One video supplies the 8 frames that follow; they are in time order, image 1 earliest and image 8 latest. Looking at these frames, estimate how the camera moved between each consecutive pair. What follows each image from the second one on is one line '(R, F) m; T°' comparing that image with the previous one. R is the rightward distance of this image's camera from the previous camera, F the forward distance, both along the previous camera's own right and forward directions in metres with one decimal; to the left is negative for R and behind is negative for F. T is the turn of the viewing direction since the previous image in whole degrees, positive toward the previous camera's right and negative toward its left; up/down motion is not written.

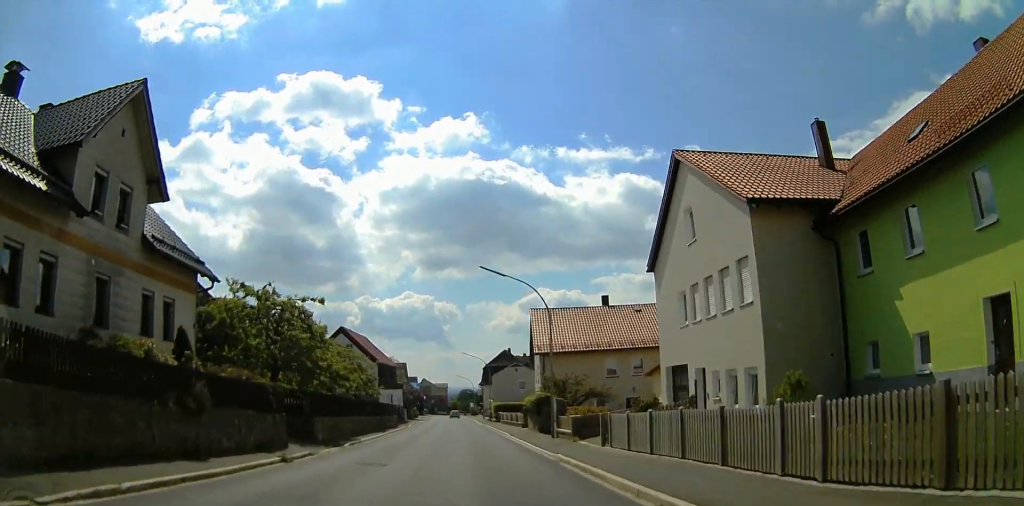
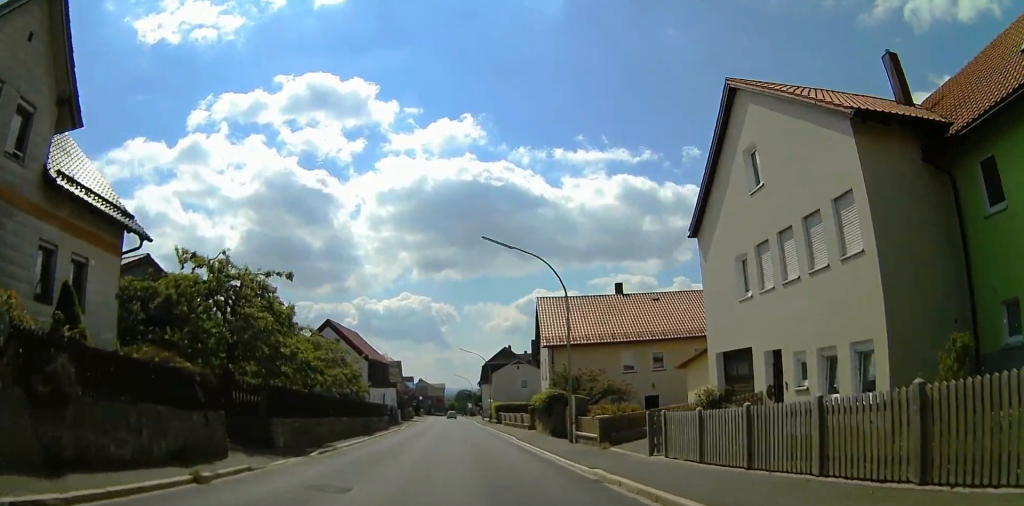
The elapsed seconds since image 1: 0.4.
(+0.1, +5.3) m; +1°
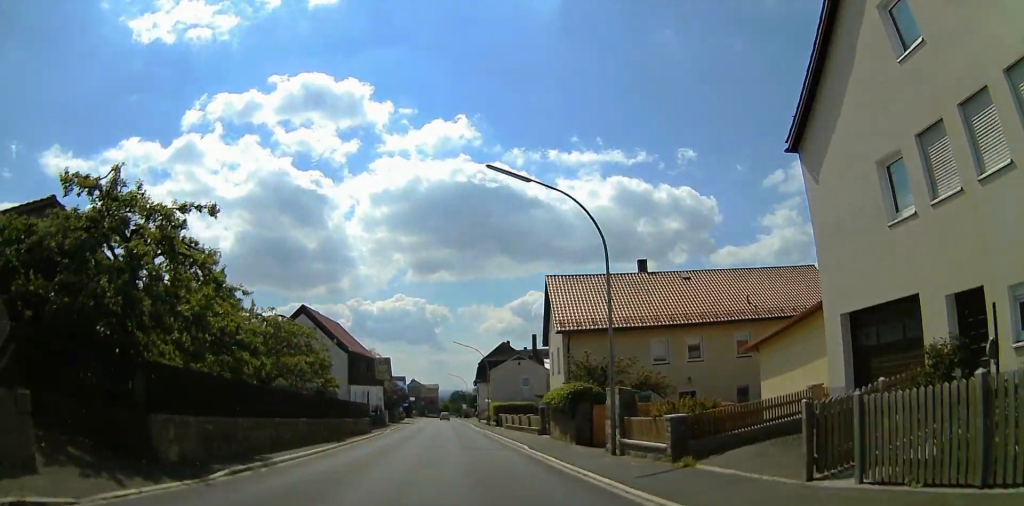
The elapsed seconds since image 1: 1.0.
(+0.6, +7.7) m; +2°
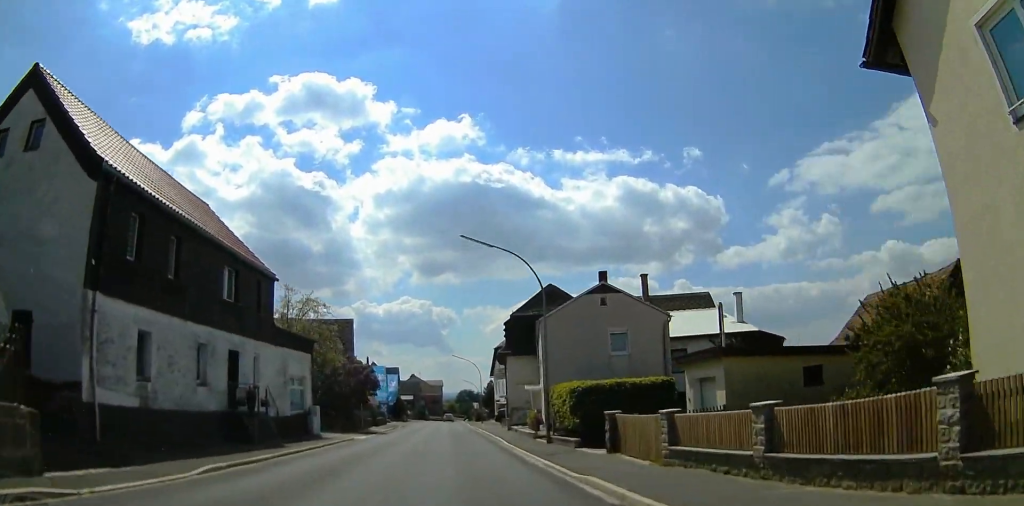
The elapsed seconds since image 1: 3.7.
(+1.1, +40.0) m; +2°
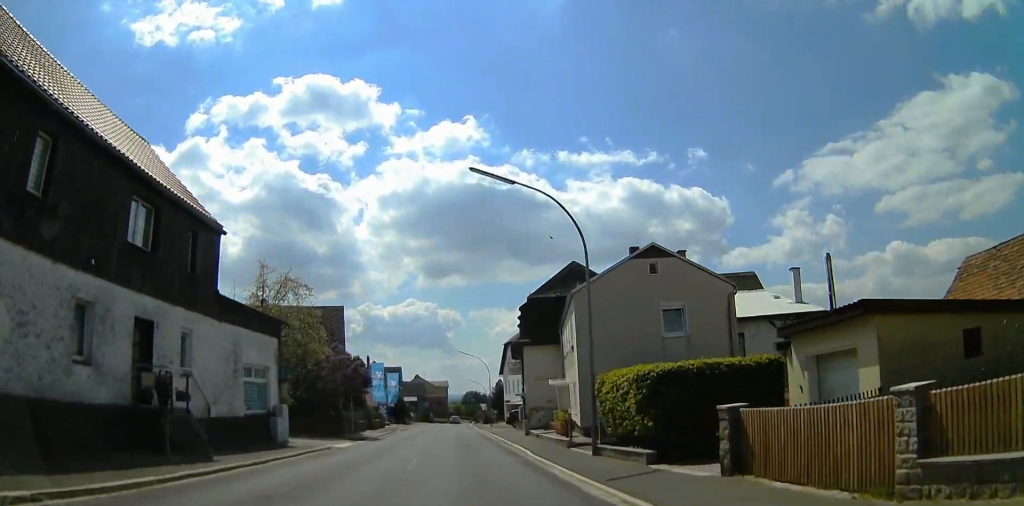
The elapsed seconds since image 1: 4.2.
(0.0, +8.5) m; -1°
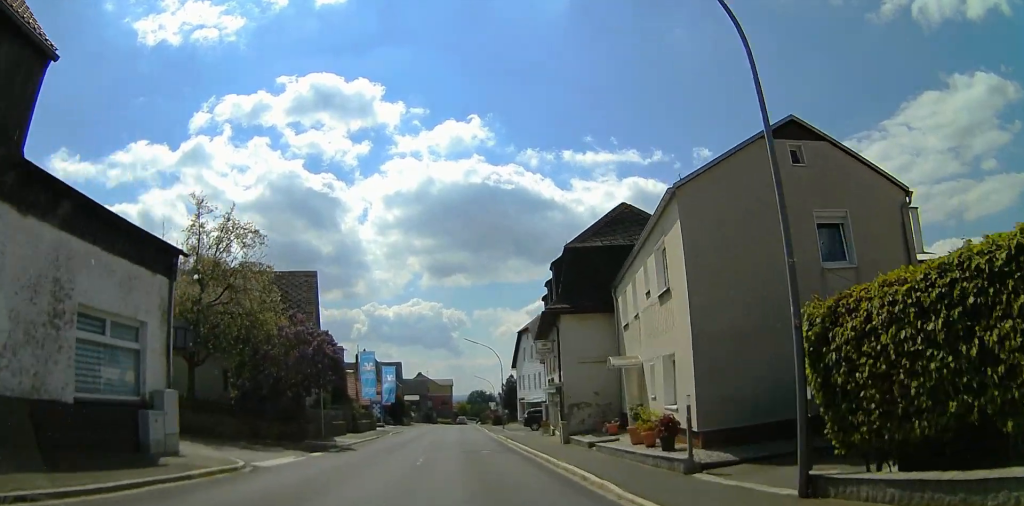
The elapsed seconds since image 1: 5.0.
(-0.2, +11.2) m; -2°
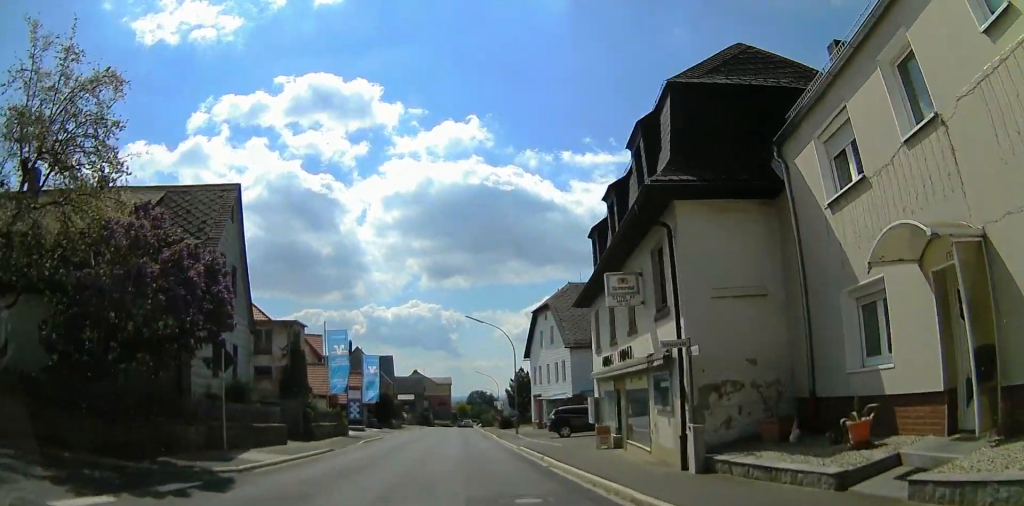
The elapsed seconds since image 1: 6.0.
(-0.4, +13.9) m; -1°
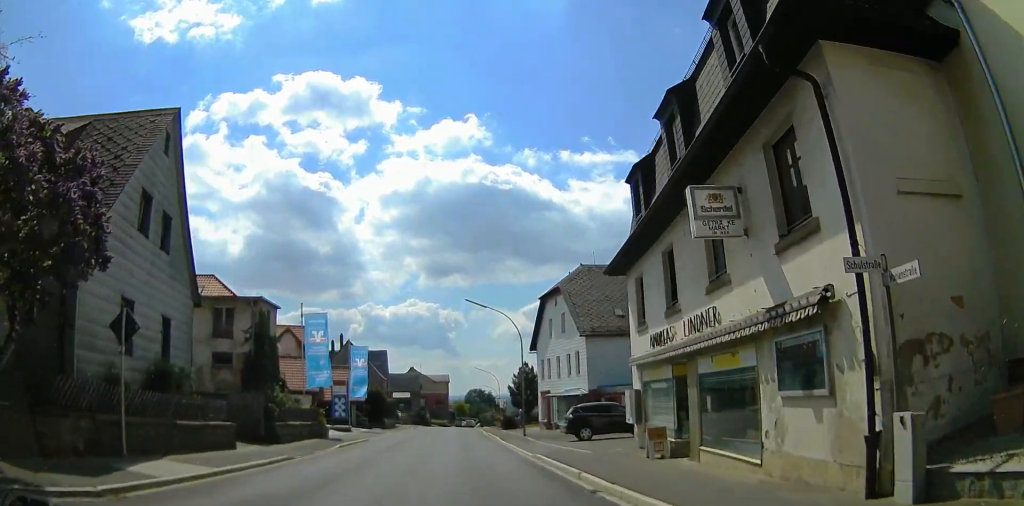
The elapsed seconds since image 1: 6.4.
(0.0, +5.7) m; 0°
